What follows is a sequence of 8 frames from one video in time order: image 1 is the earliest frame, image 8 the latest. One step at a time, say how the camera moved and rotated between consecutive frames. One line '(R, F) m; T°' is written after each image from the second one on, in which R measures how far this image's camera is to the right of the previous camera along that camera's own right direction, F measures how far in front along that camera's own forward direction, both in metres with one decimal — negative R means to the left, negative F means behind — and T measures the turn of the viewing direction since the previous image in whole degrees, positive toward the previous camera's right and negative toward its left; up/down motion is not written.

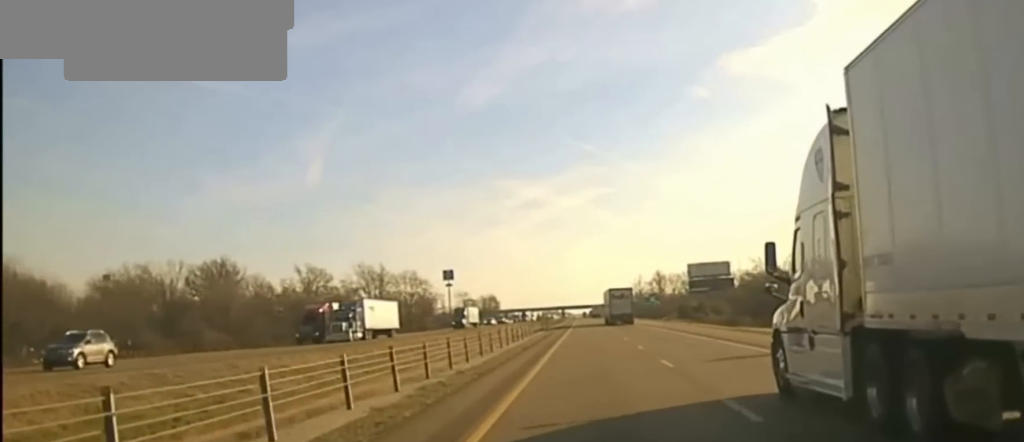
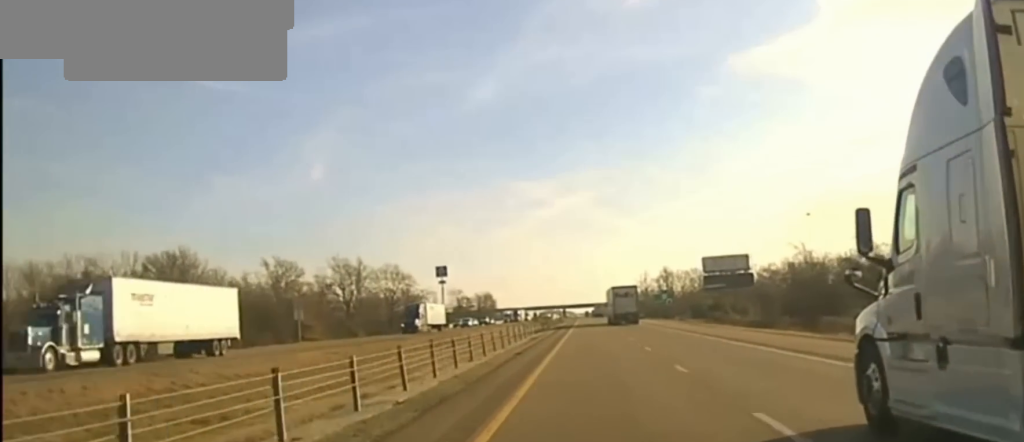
(0.0, +26.7) m; 0°
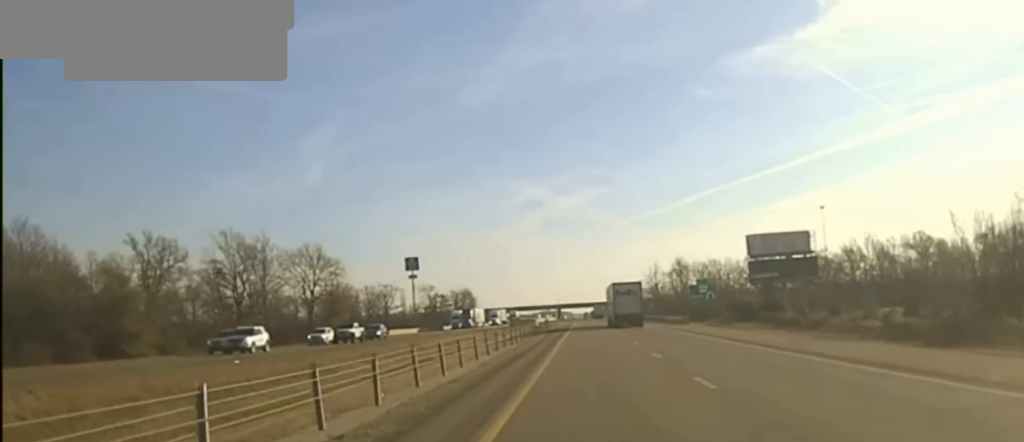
(-0.3, +65.4) m; -1°
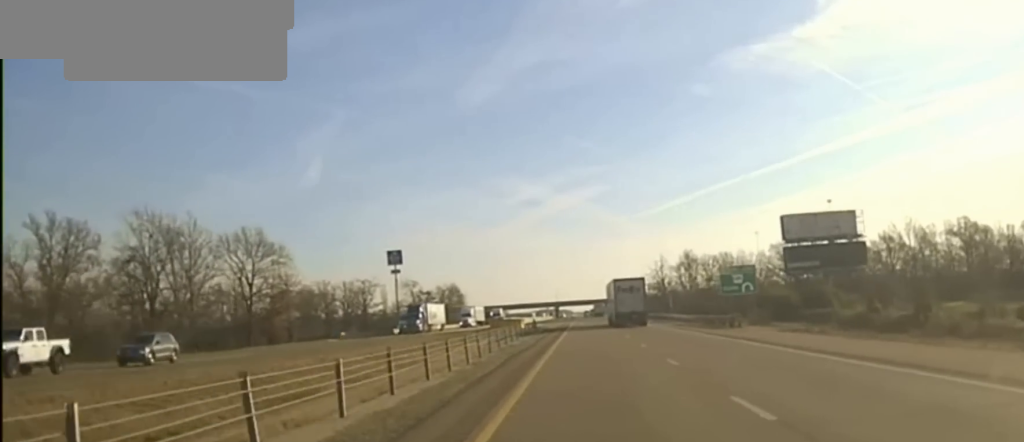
(-0.4, +27.9) m; 0°
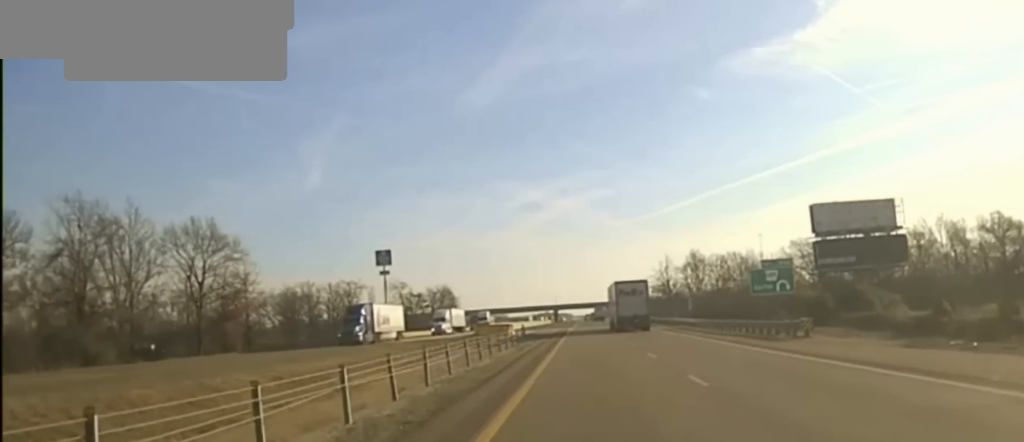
(+0.3, +17.7) m; 0°
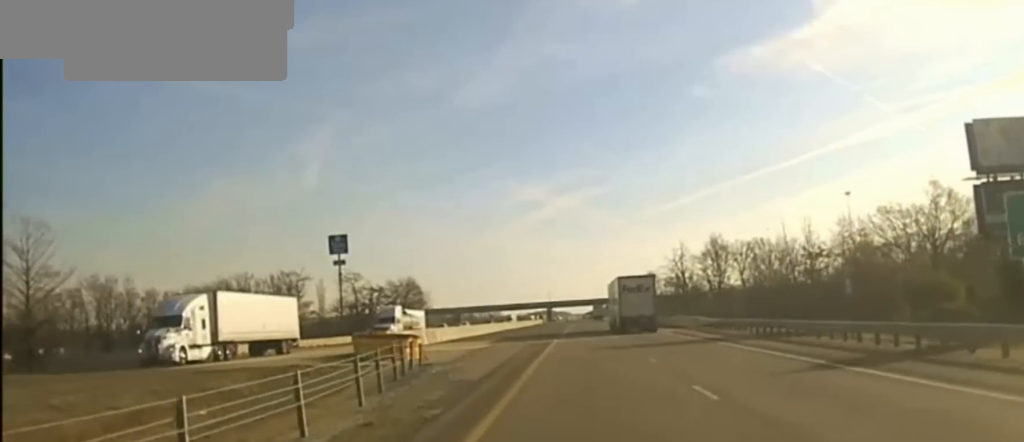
(-0.3, +52.6) m; -1°
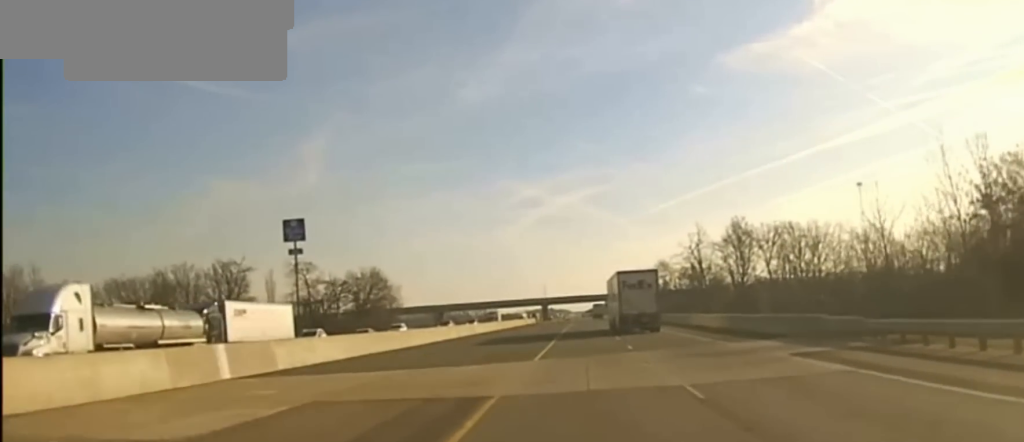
(+0.3, +37.2) m; +1°
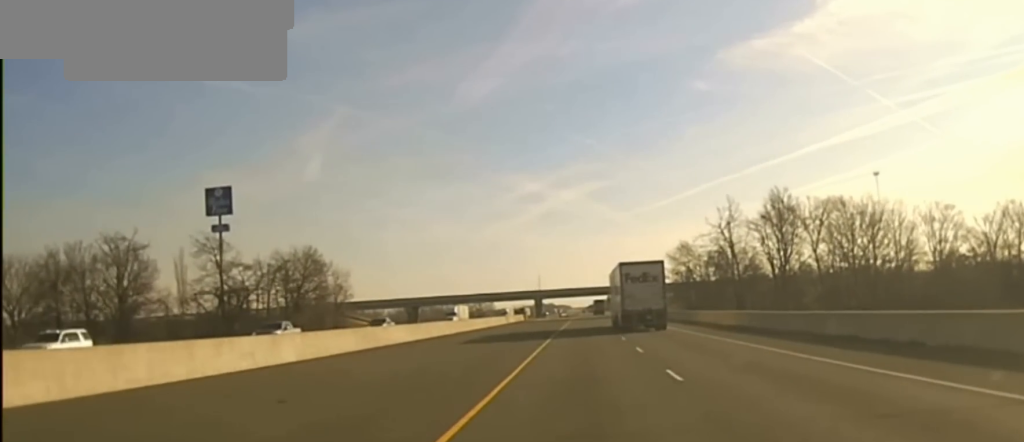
(+0.2, +44.3) m; 0°
